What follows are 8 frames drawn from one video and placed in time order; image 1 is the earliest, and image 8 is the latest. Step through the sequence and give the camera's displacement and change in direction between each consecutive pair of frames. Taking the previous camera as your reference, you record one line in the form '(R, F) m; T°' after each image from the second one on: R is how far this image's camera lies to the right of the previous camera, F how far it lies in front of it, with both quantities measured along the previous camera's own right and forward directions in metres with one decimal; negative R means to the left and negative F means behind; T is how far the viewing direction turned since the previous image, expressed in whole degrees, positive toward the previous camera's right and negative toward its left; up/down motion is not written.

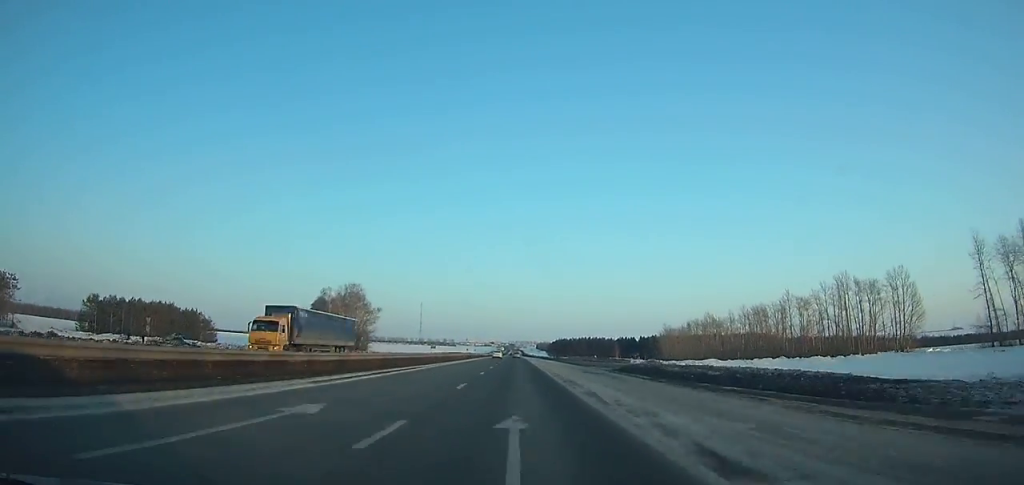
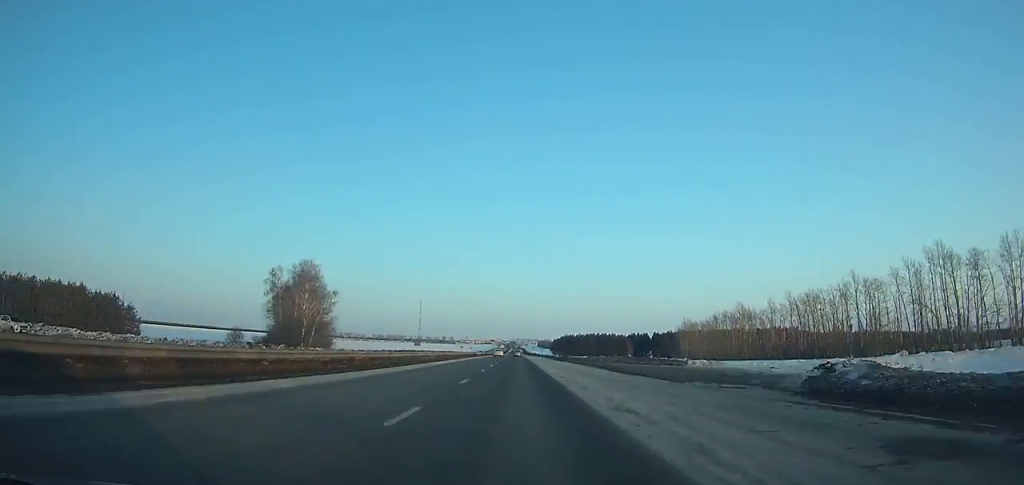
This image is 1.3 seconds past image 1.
(0.0, +32.9) m; 0°
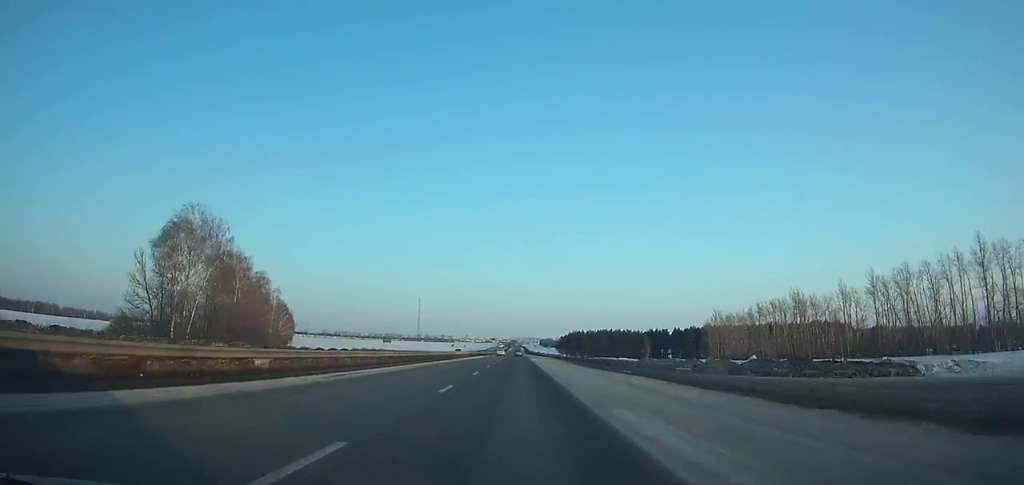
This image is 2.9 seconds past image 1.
(0.0, +39.8) m; 0°
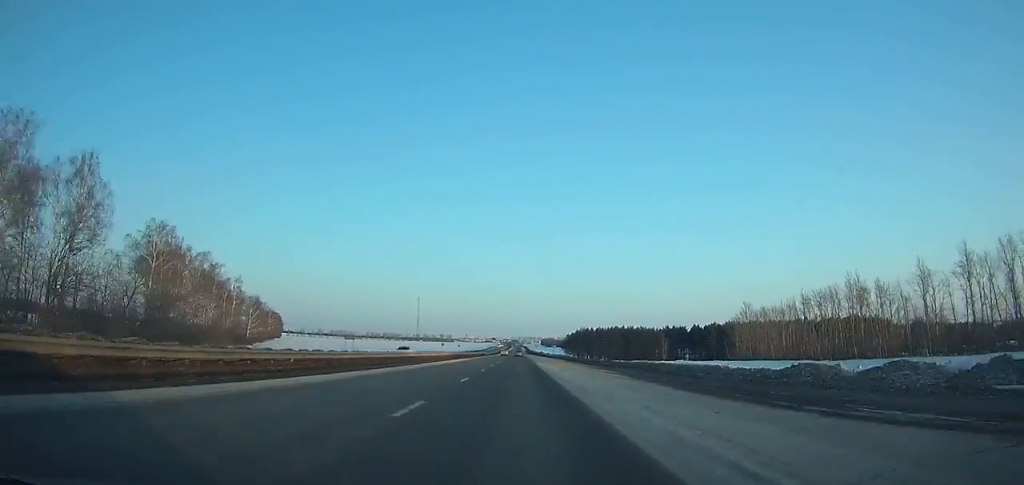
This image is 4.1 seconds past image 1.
(0.0, +29.2) m; 0°
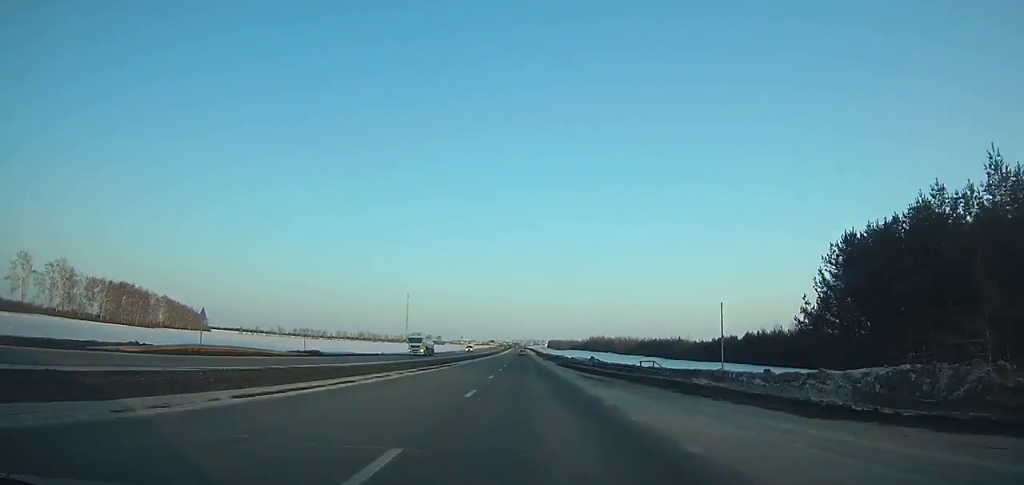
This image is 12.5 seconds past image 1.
(-0.7, +197.6) m; 0°
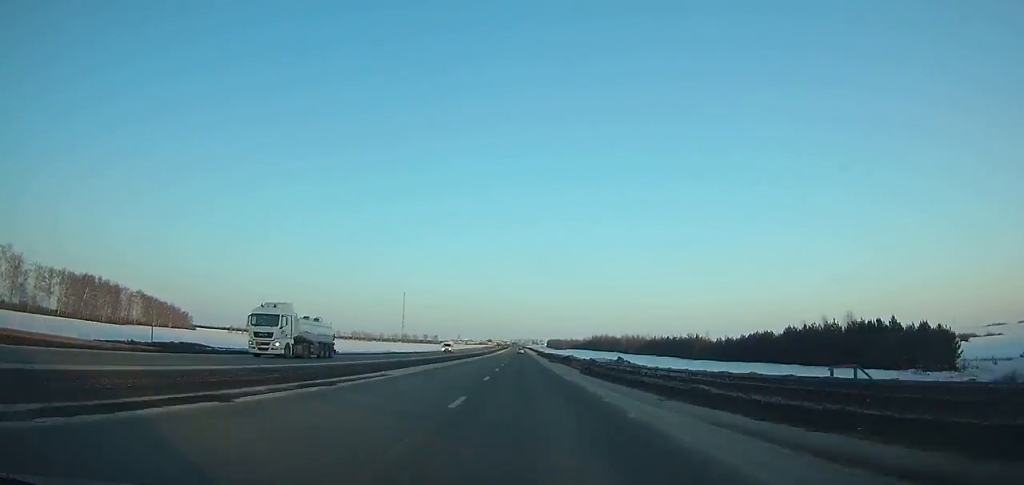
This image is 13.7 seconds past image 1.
(+0.1, +27.8) m; 0°
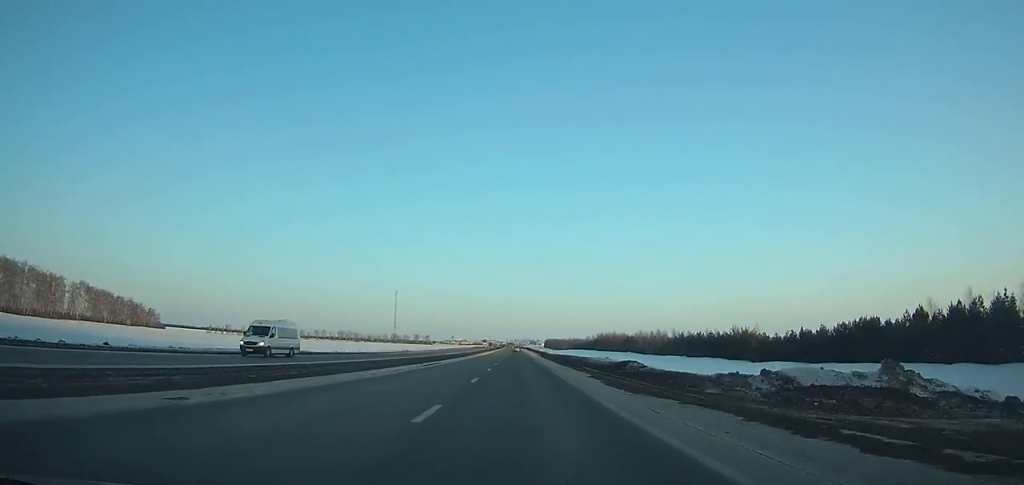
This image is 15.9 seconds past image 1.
(+0.1, +51.2) m; 0°
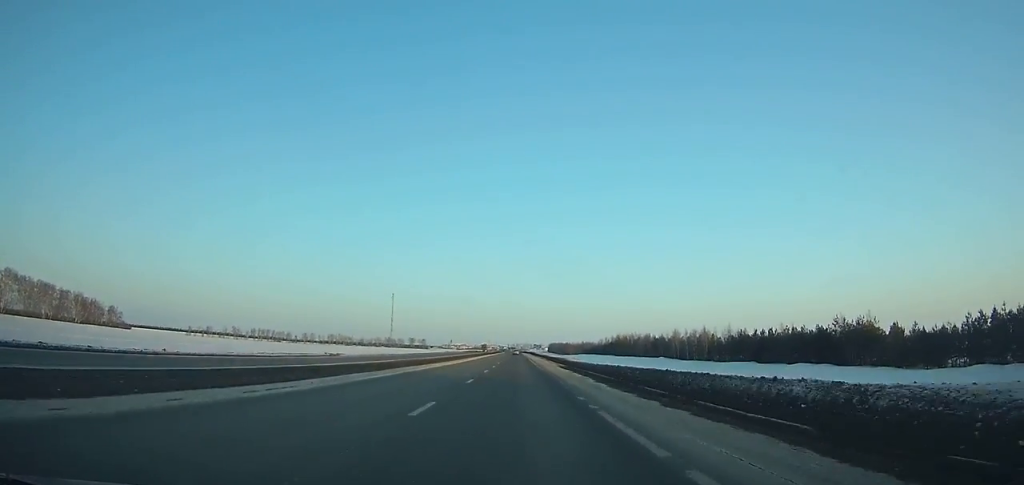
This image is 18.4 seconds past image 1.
(0.0, +58.1) m; 0°
